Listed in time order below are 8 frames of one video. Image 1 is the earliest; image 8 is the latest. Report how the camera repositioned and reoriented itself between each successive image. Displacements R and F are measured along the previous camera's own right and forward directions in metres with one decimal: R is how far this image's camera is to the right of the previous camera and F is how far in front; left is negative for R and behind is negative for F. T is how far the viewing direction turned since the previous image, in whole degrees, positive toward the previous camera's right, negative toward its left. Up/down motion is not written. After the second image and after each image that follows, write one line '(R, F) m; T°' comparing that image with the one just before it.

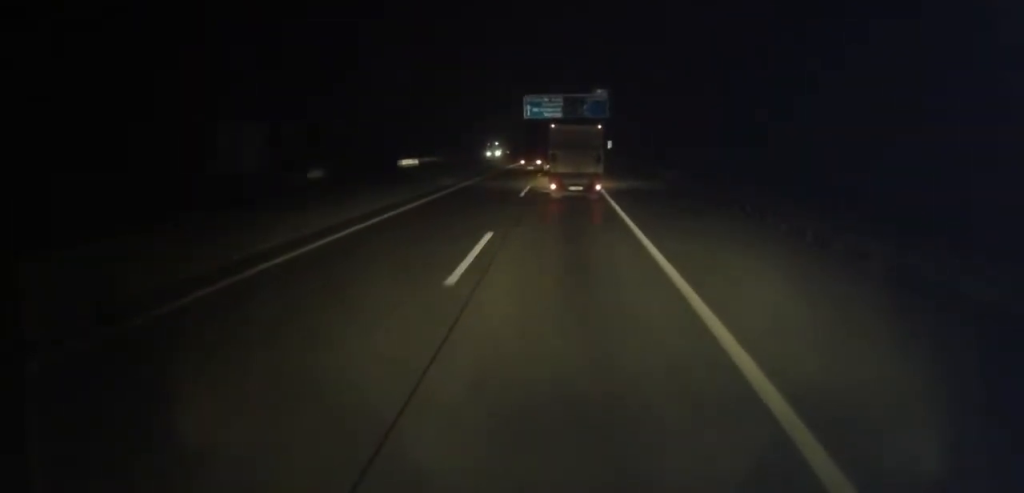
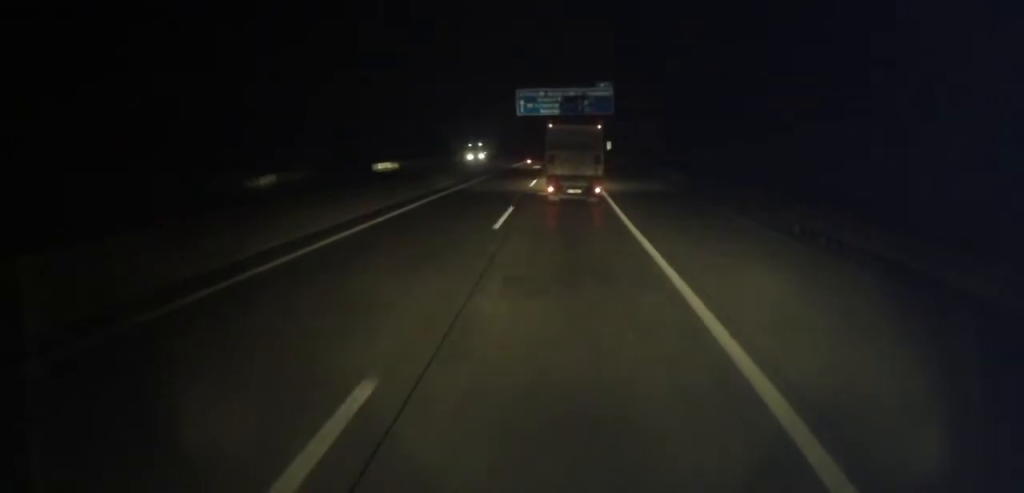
(0.0, +10.7) m; 0°
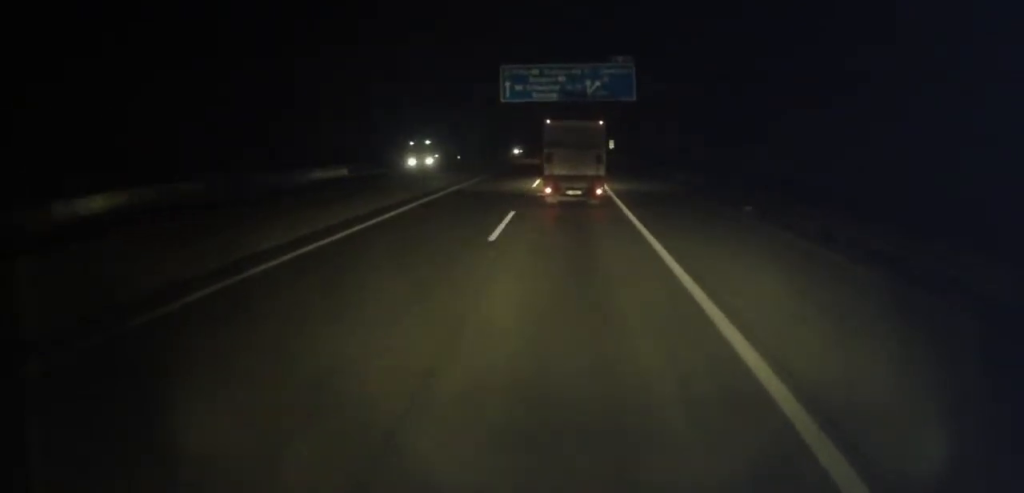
(0.0, +20.8) m; +1°
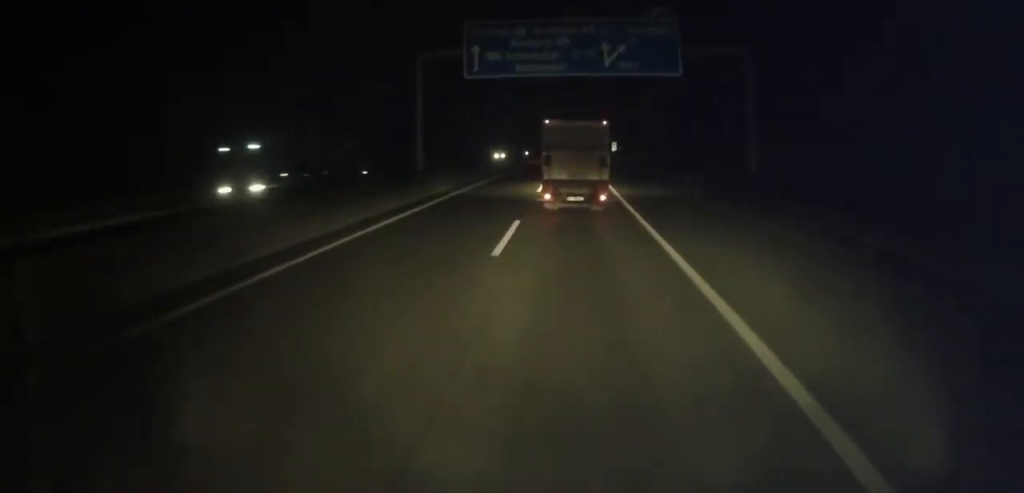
(+0.1, +20.2) m; +1°
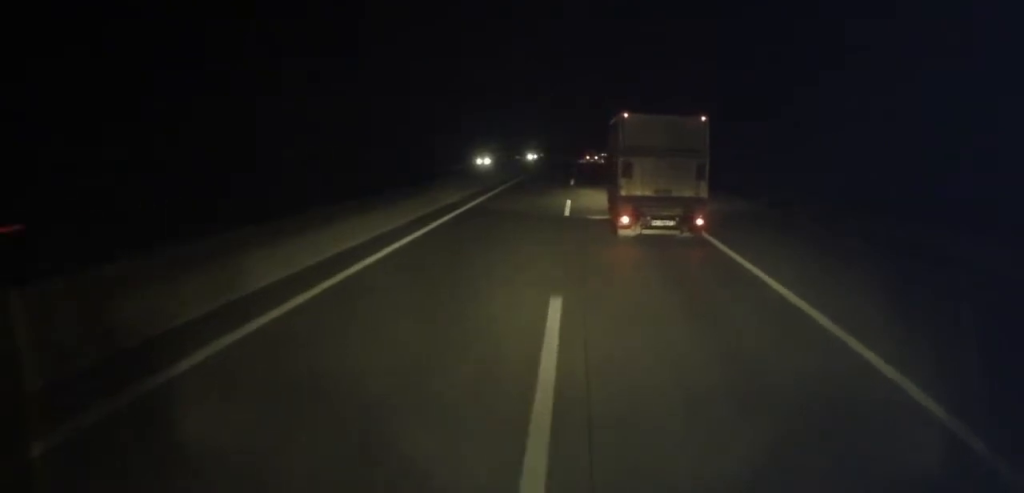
(-0.4, +82.6) m; +1°
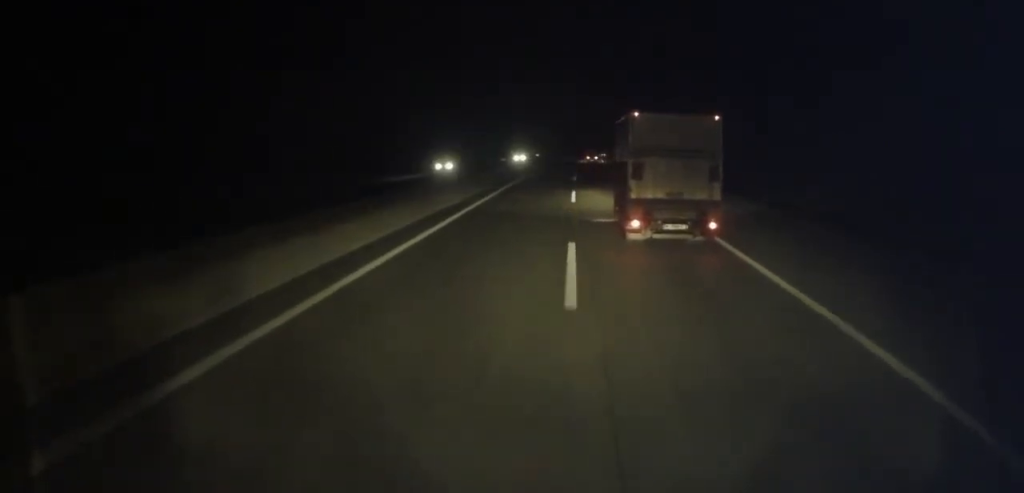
(0.0, +12.3) m; 0°
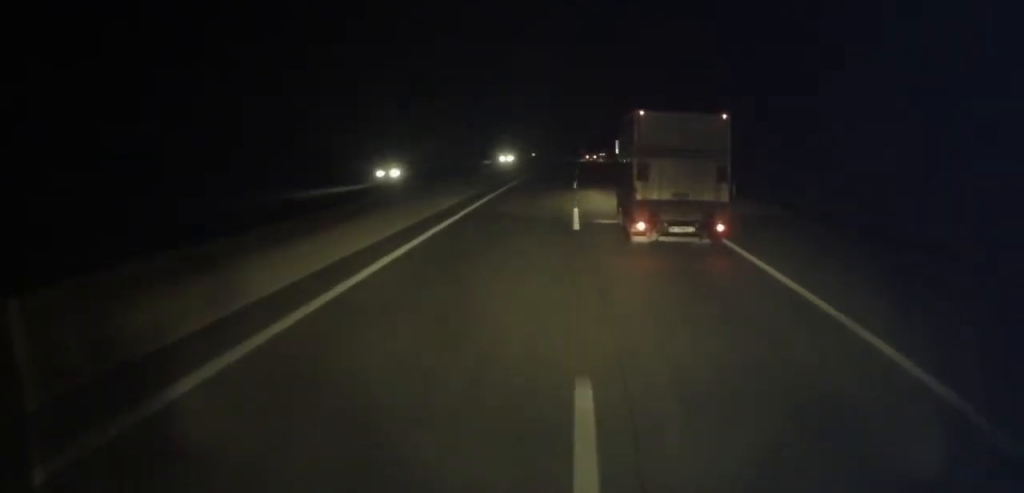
(+0.1, +9.2) m; -1°
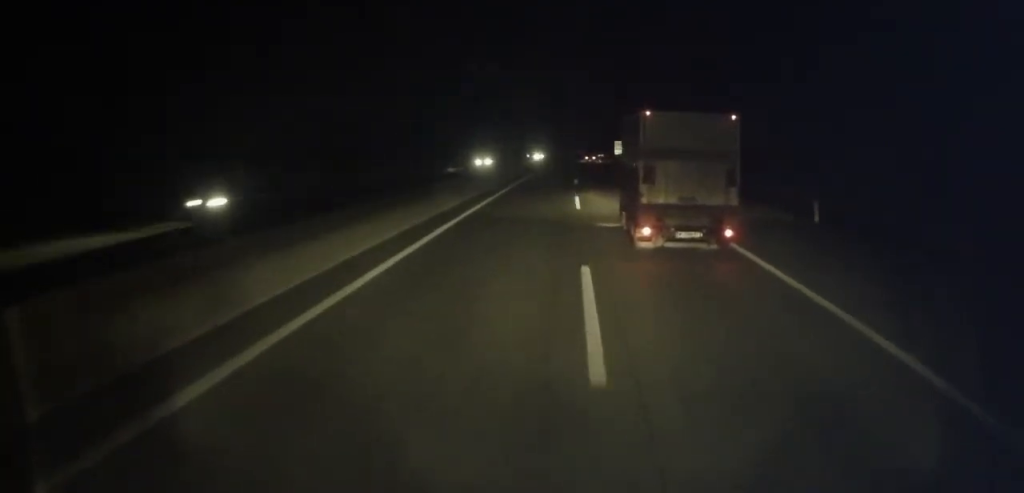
(-0.1, +11.5) m; 0°
